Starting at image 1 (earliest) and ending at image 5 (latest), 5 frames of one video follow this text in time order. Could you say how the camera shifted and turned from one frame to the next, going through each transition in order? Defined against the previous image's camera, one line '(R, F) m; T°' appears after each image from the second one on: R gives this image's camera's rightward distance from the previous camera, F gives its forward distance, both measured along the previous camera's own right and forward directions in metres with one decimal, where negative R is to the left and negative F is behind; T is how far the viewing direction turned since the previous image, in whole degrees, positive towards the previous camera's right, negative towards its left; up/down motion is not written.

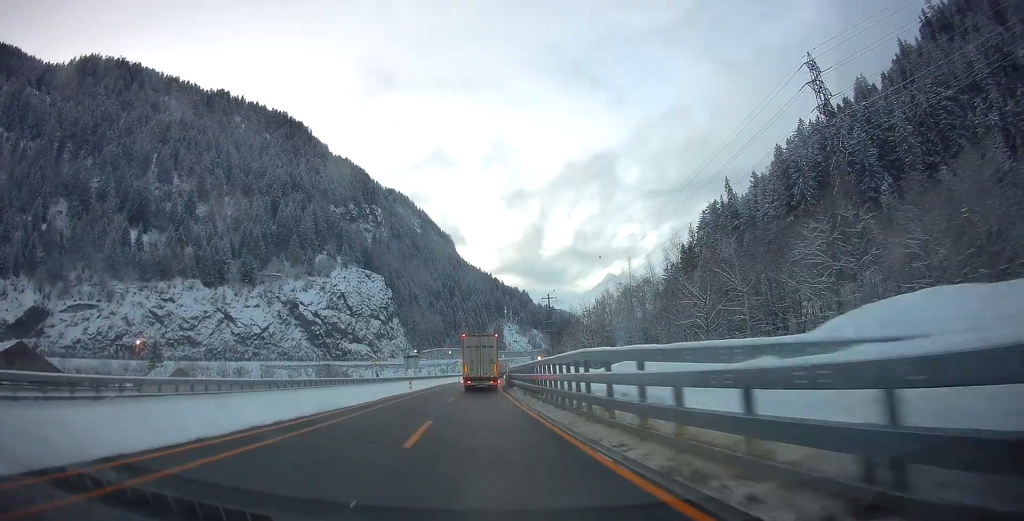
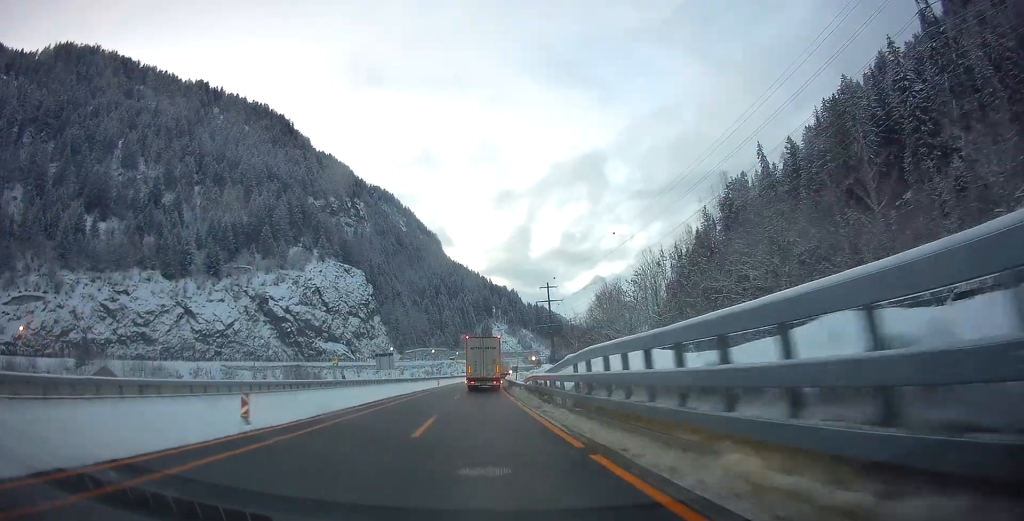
(0.0, +32.5) m; +1°
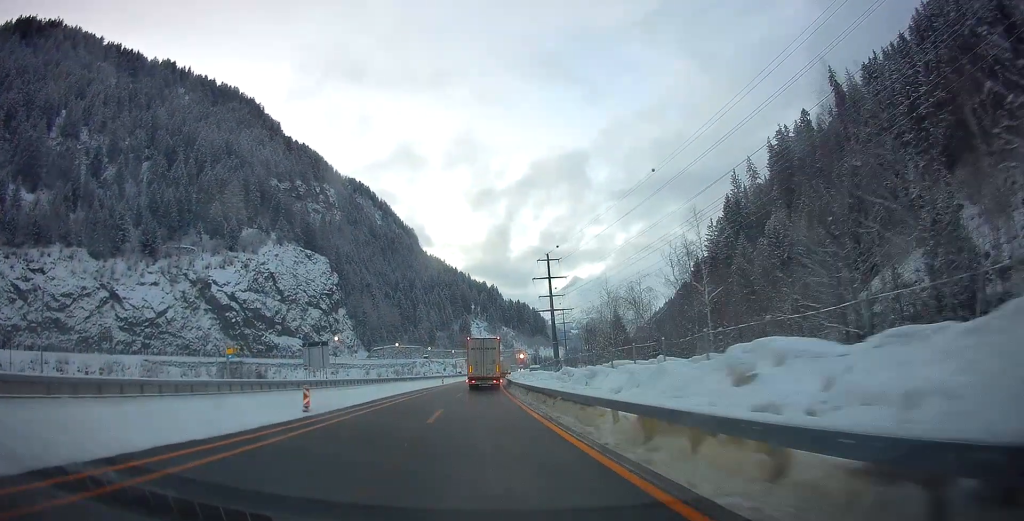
(+1.0, +48.5) m; +1°
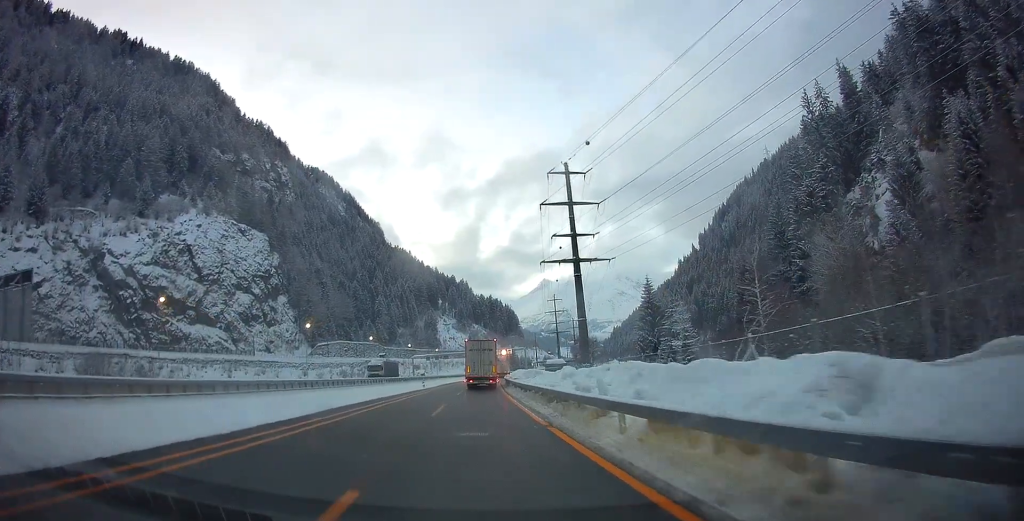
(+1.9, +67.0) m; +3°
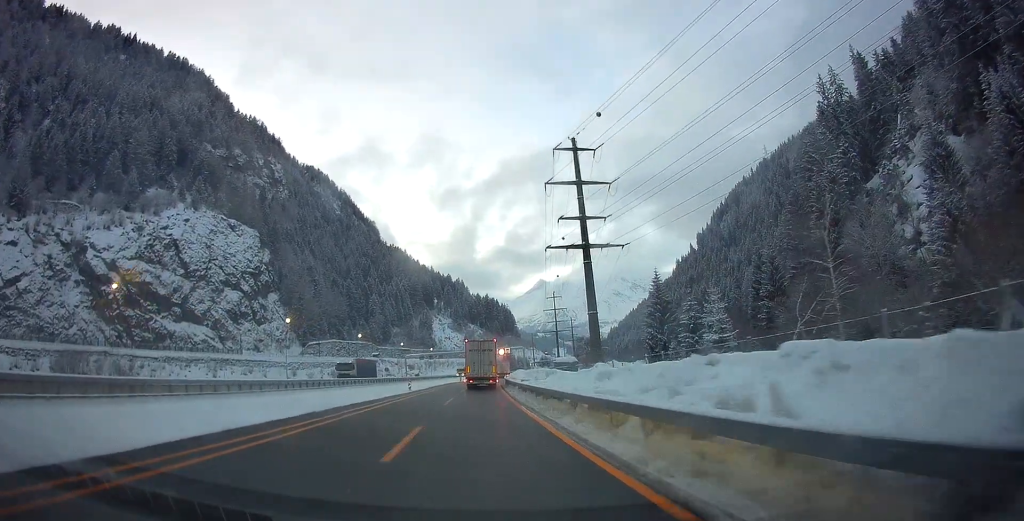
(-0.1, +9.8) m; +1°
